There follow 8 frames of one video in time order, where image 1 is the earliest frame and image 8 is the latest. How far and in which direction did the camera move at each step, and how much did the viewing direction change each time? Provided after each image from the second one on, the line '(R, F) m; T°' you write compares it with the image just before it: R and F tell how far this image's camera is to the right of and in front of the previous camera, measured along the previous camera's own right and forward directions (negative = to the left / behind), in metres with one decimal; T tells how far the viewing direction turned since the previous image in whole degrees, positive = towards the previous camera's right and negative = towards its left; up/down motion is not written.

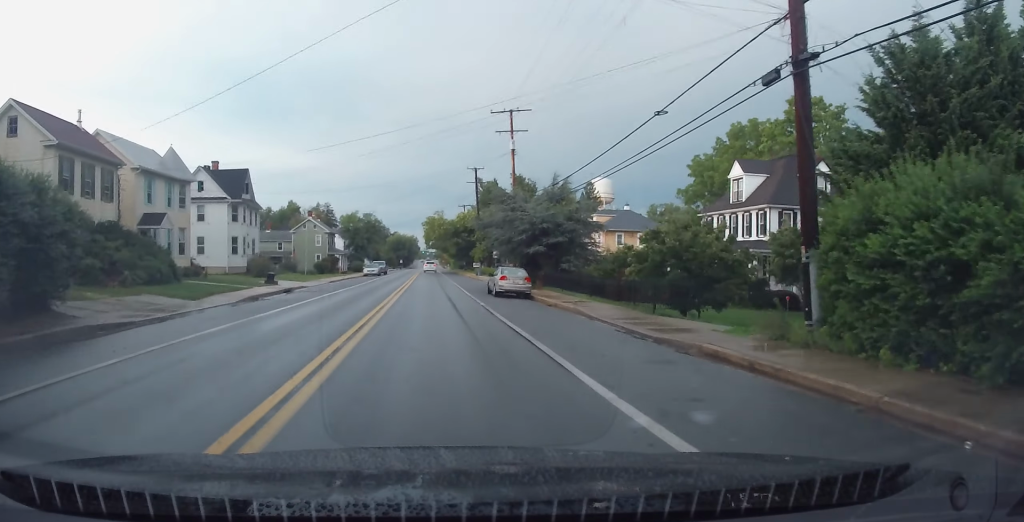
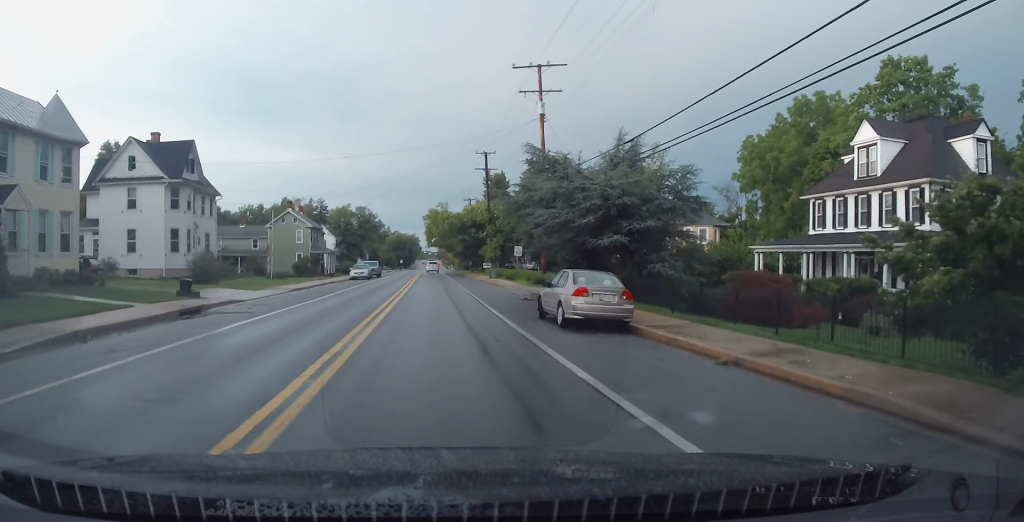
(-0.2, +15.0) m; 0°
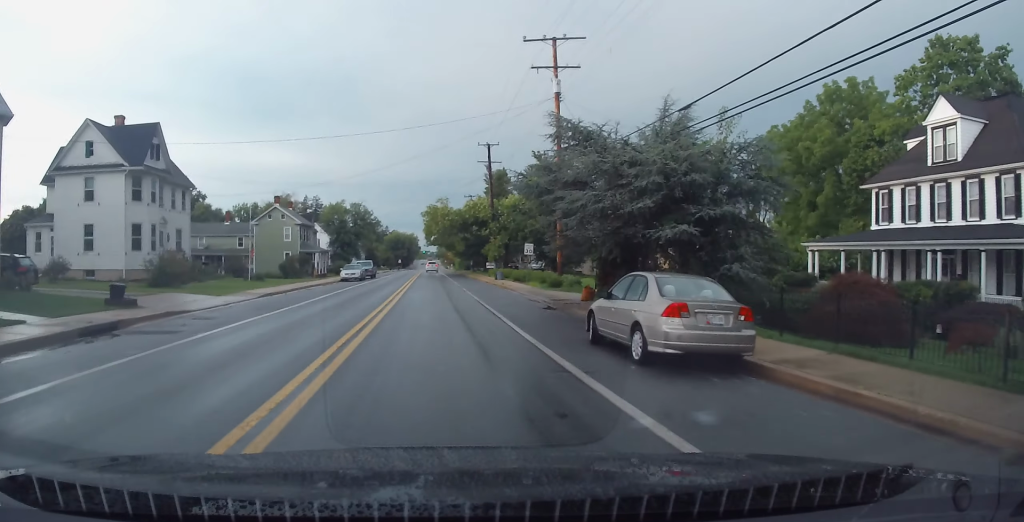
(0.0, +6.0) m; +1°
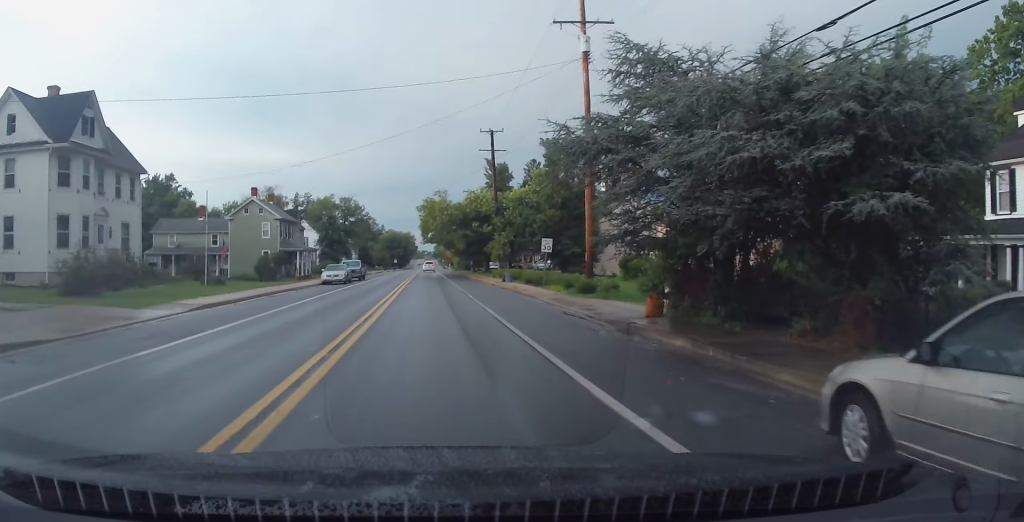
(+0.1, +8.2) m; +1°
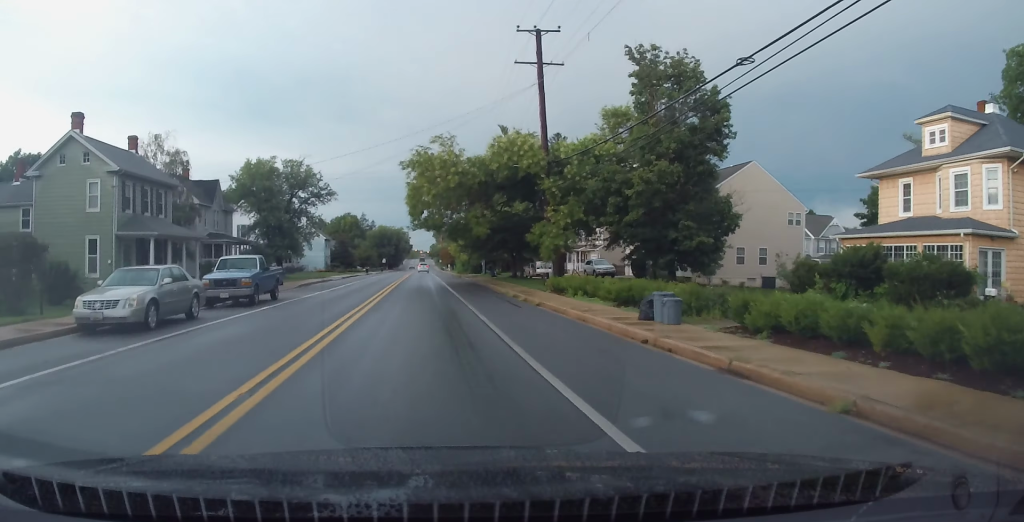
(-0.3, +33.0) m; -2°
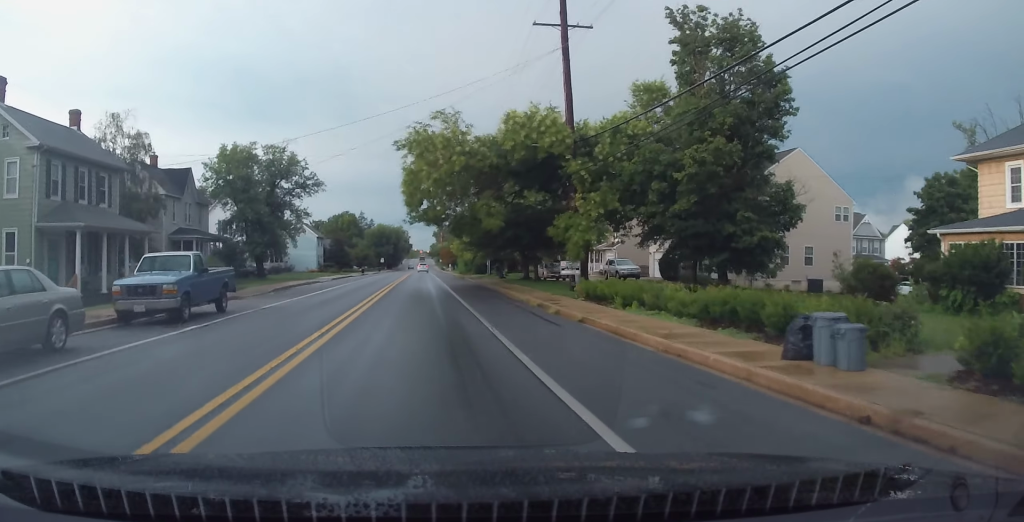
(-0.2, +7.0) m; 0°
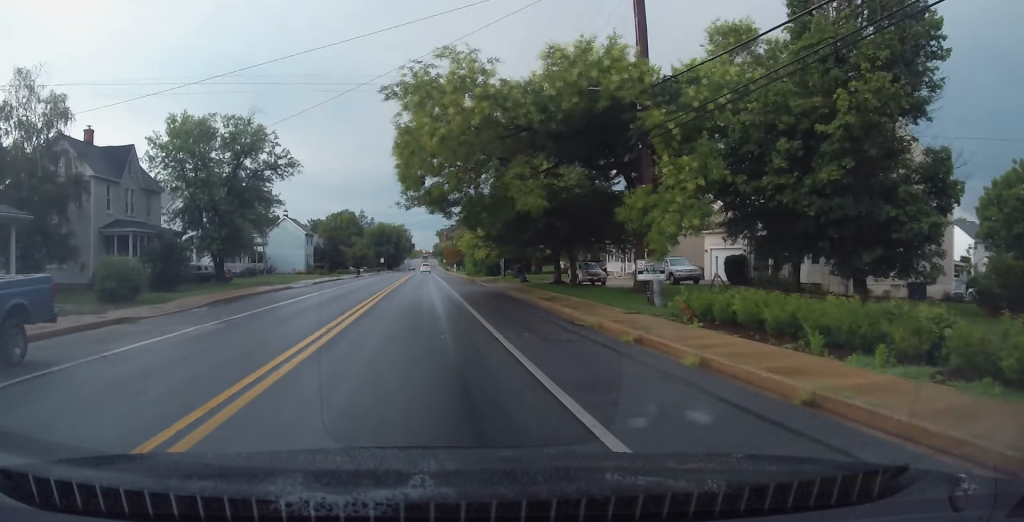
(+0.4, +10.9) m; 0°
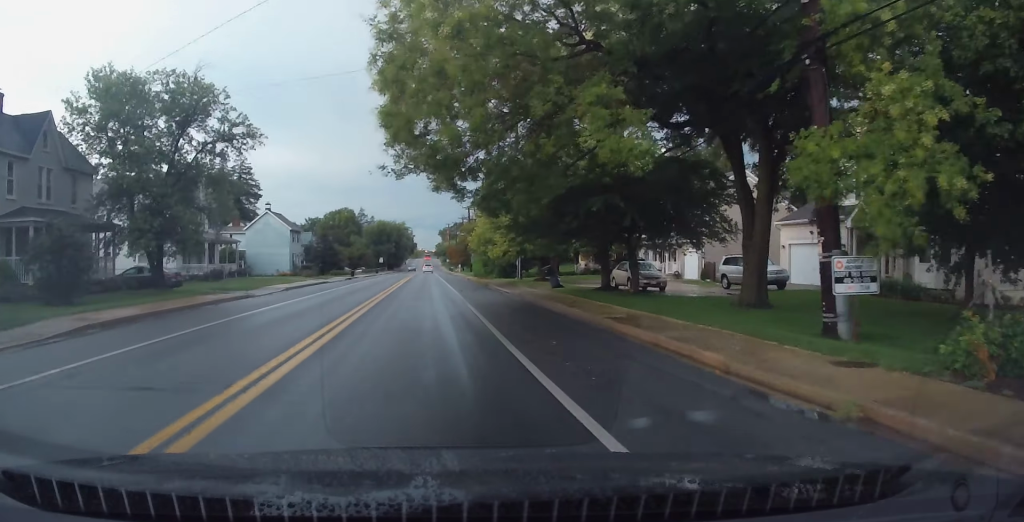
(-0.2, +10.1) m; +1°
